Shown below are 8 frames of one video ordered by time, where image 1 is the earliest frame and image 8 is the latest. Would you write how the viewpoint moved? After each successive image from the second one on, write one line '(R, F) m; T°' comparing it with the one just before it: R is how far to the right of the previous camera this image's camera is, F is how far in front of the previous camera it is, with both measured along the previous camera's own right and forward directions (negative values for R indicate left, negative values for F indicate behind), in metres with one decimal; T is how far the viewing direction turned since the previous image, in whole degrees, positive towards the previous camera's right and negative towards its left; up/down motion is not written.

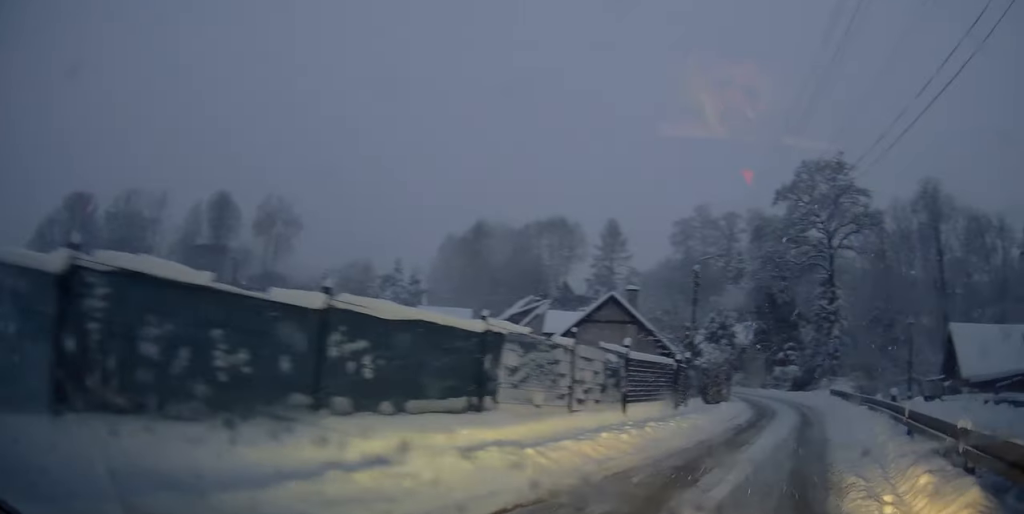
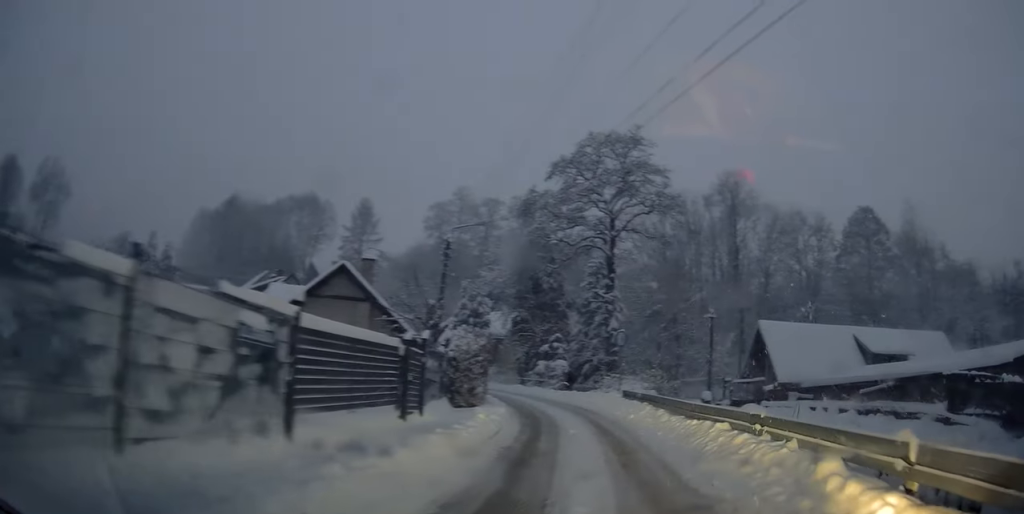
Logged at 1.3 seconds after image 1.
(+0.7, +5.7) m; +12°
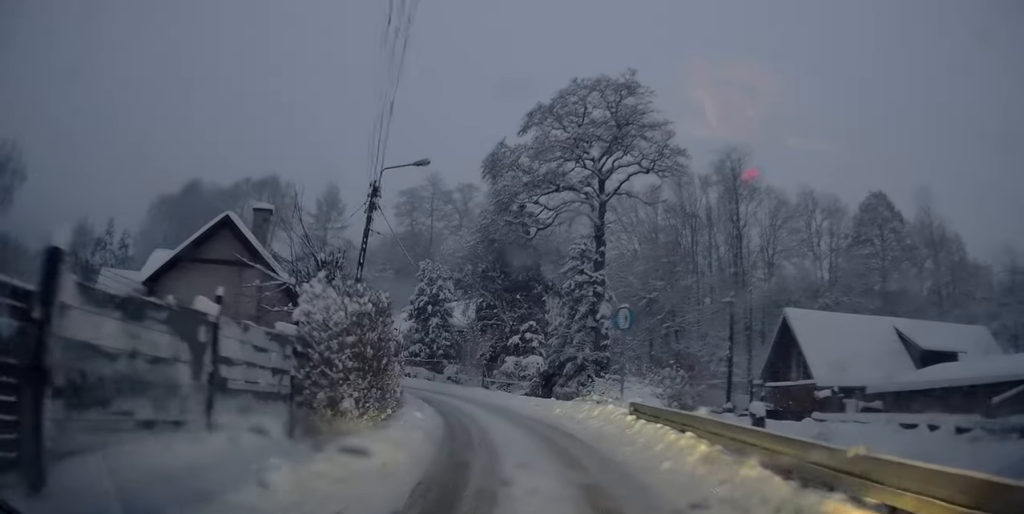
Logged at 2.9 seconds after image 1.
(+0.8, +8.2) m; +7°
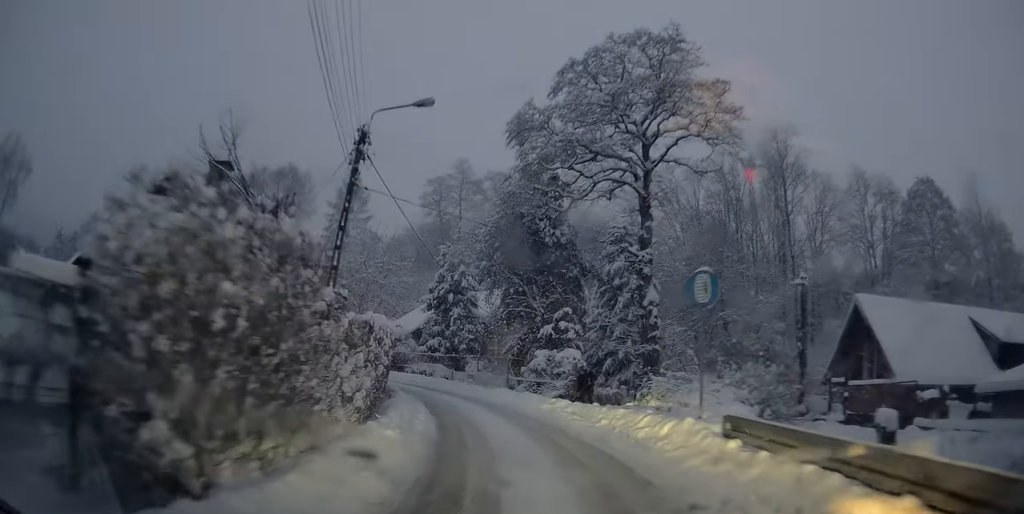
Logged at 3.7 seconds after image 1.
(+0.2, +4.5) m; -6°
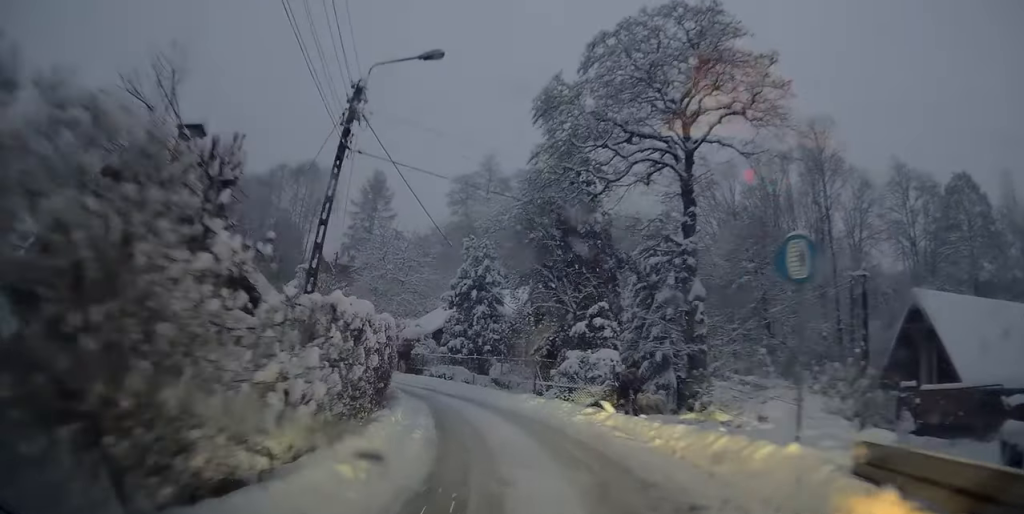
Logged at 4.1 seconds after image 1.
(-0.4, +2.7) m; -3°
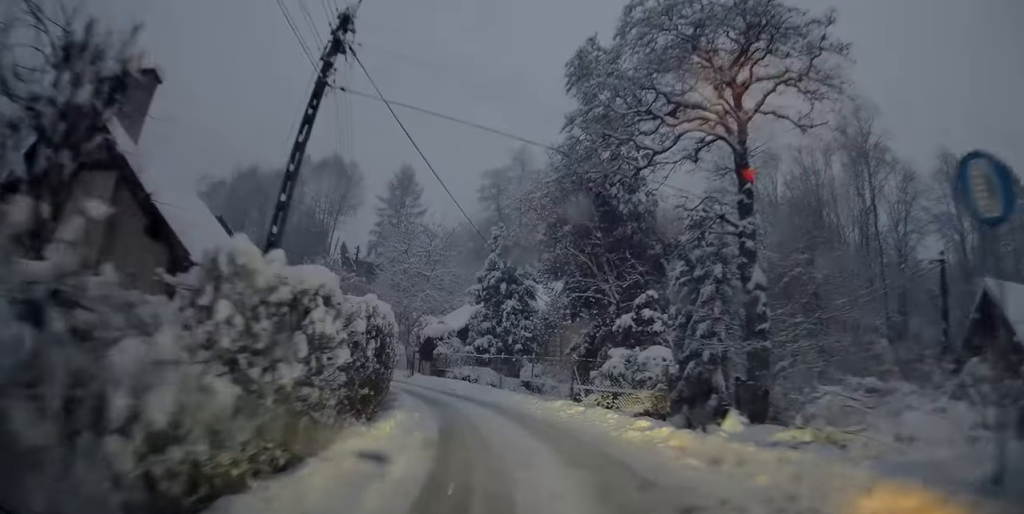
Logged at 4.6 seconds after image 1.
(-0.3, +3.0) m; -4°
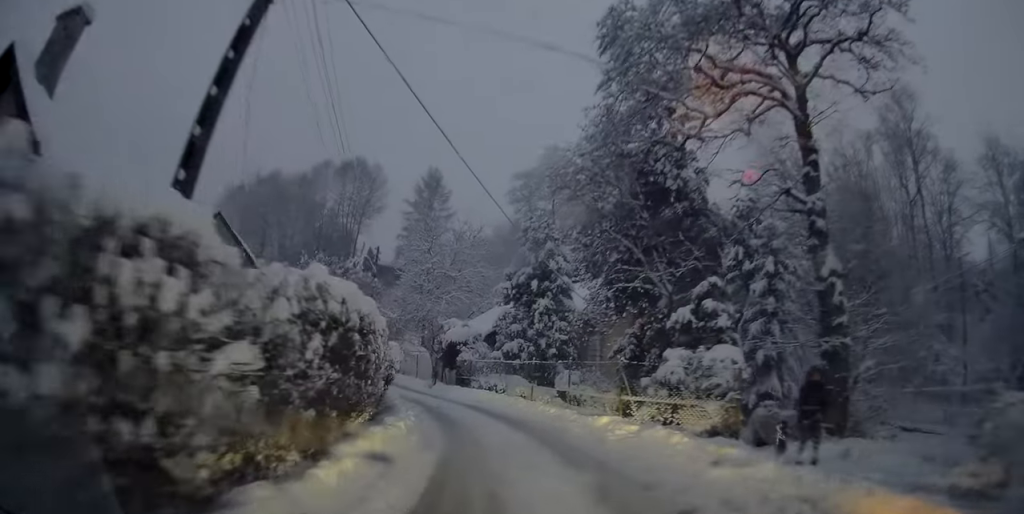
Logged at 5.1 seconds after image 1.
(0.0, +3.2) m; -3°
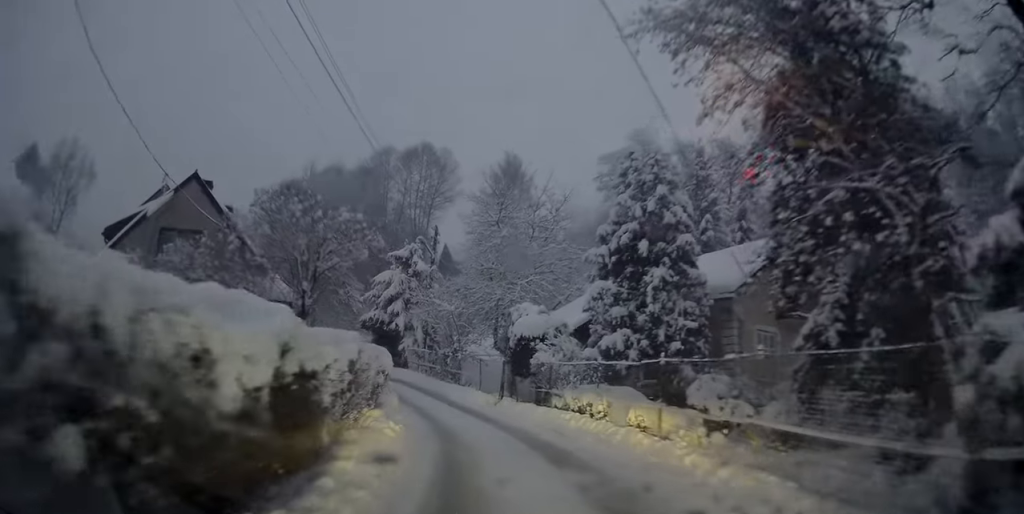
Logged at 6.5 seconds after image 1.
(-0.7, +8.3) m; -13°
